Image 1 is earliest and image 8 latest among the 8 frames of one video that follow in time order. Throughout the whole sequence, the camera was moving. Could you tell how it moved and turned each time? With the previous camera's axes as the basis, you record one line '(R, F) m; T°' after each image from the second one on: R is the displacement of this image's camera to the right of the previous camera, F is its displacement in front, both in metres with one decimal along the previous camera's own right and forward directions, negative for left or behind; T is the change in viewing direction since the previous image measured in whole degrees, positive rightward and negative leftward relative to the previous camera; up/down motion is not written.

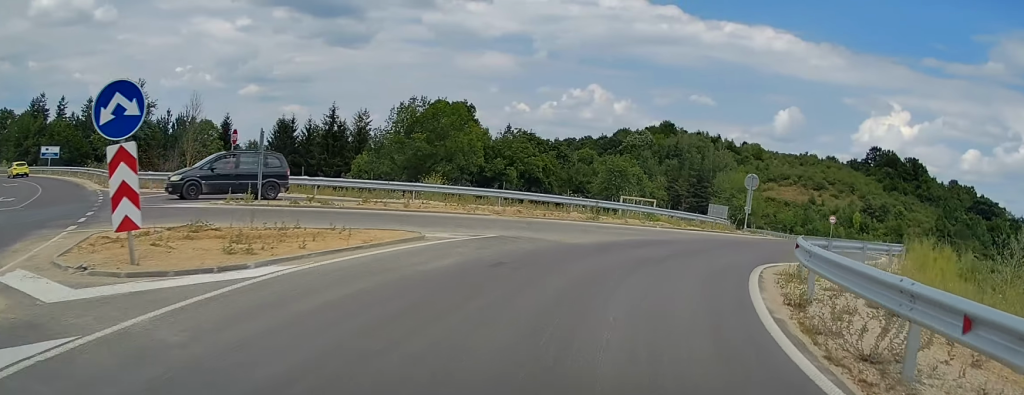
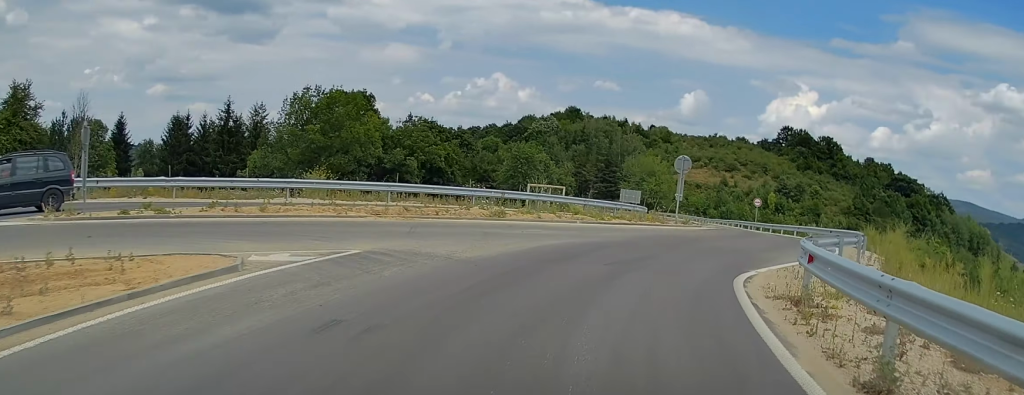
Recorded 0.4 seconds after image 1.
(+0.8, +4.2) m; +9°
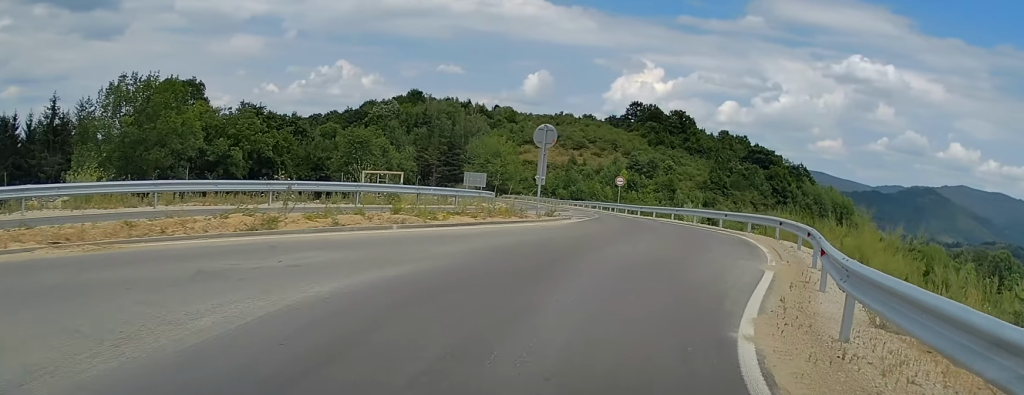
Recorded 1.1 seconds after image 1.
(+0.7, +6.8) m; +13°
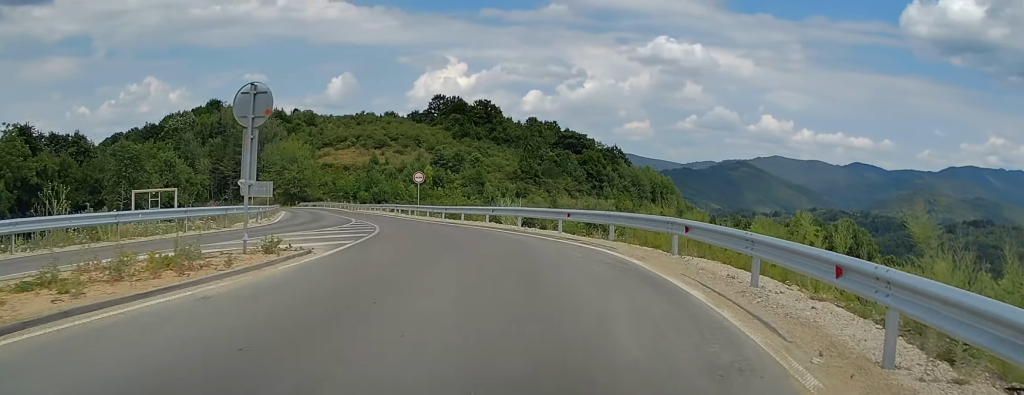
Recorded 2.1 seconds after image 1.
(+1.4, +9.3) m; +10°
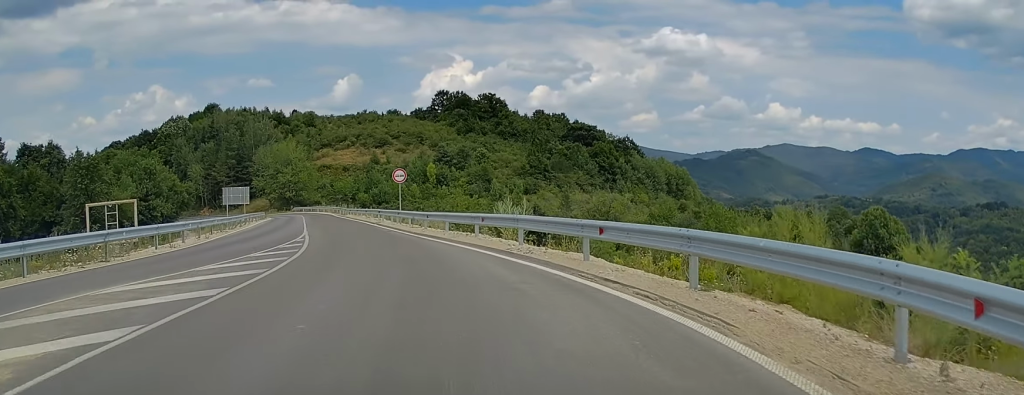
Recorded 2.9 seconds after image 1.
(+0.3, +8.5) m; -1°
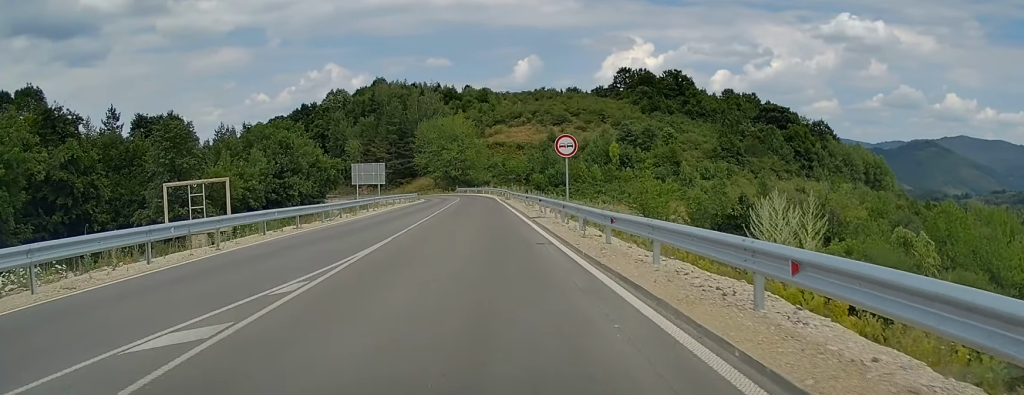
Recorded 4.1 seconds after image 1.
(-1.3, +13.3) m; -14°
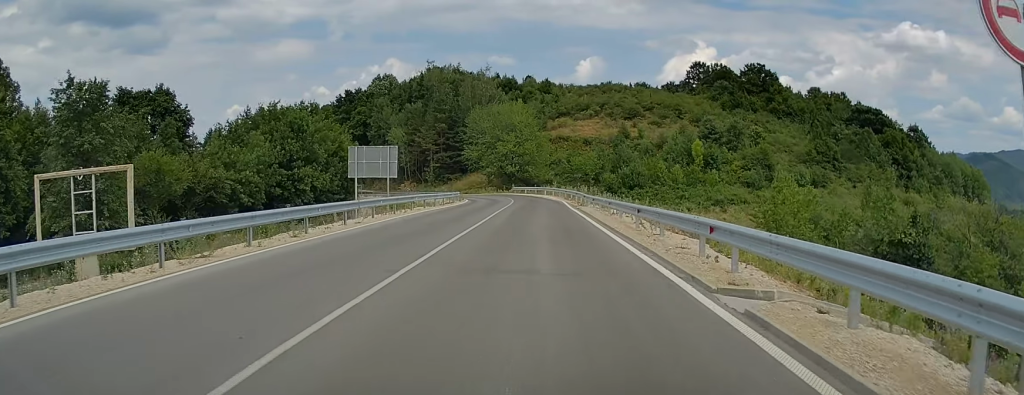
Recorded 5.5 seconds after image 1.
(-2.5, +18.6) m; -8°
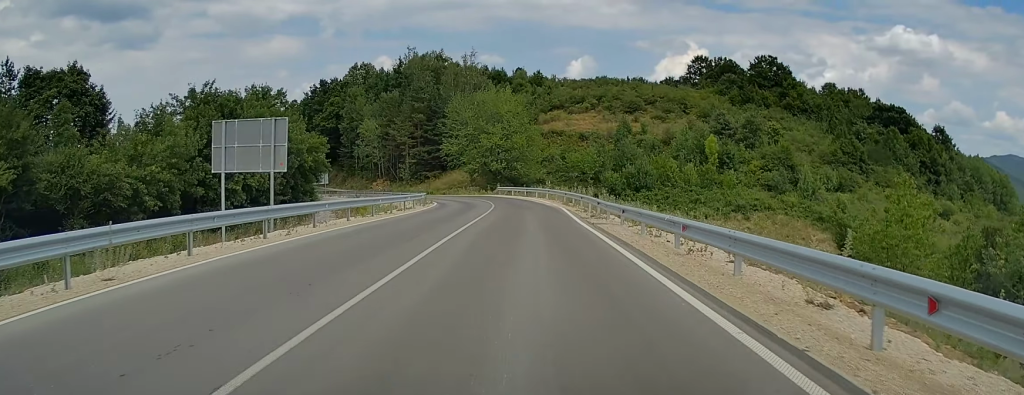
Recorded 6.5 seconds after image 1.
(0.0, +14.9) m; 0°
